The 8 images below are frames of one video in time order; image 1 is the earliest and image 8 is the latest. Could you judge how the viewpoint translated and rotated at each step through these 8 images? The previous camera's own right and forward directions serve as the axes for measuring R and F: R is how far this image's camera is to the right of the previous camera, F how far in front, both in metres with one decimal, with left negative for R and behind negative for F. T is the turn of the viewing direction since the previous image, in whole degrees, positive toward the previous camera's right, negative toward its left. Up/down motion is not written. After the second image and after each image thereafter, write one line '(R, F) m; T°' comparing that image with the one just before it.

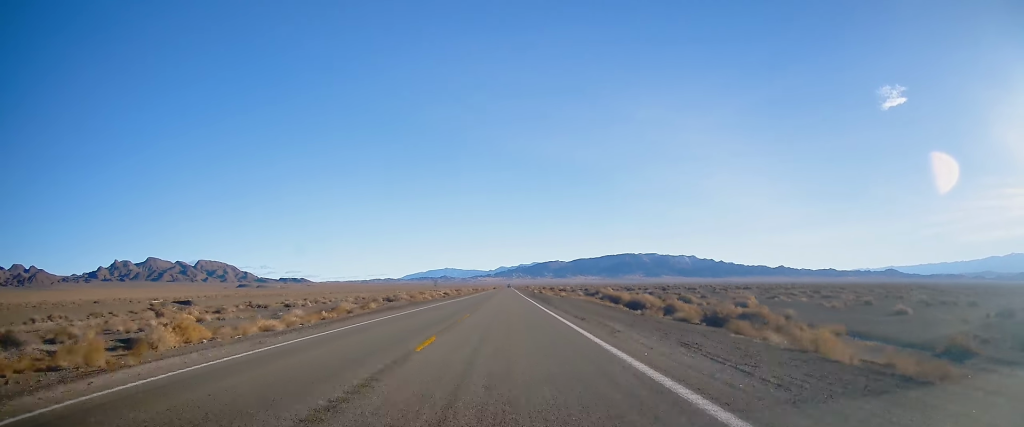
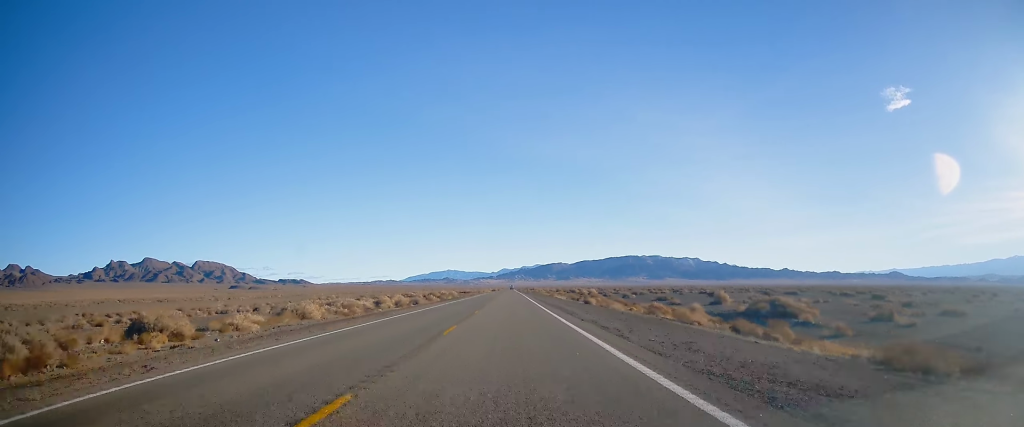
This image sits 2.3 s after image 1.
(-0.7, +80.6) m; -1°
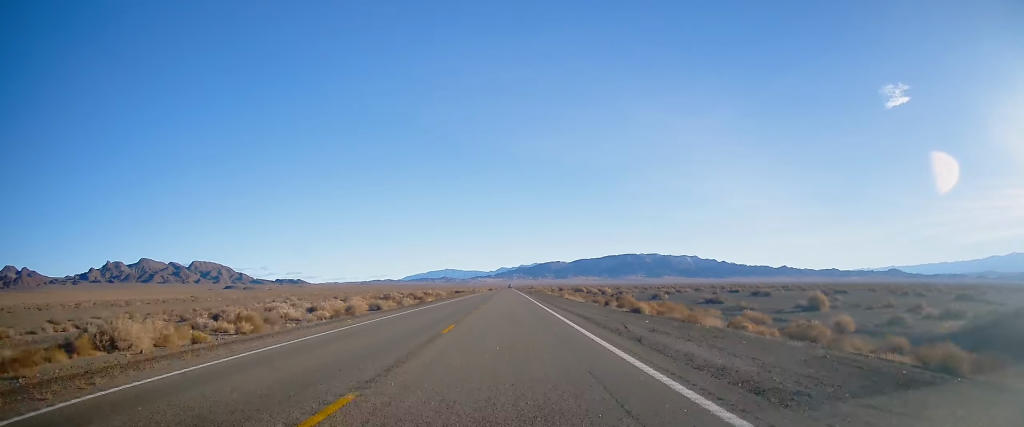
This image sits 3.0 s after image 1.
(-0.1, +24.2) m; 0°
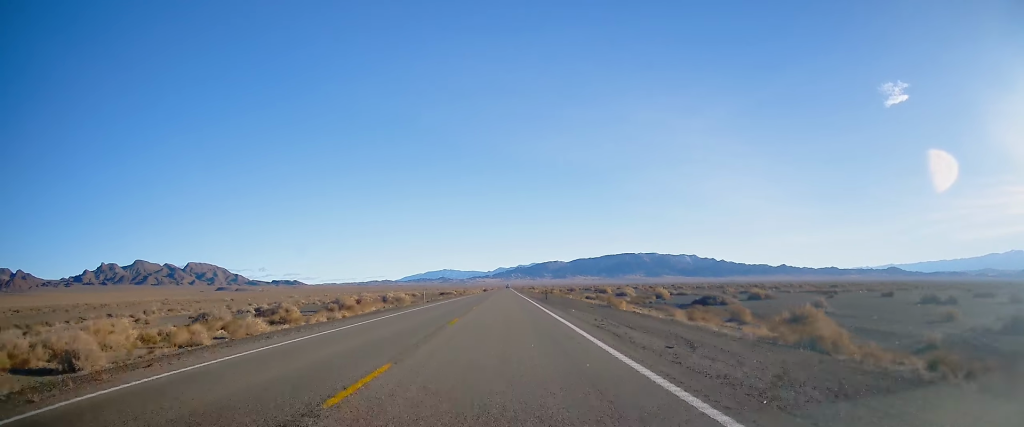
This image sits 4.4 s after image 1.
(+0.6, +46.0) m; 0°
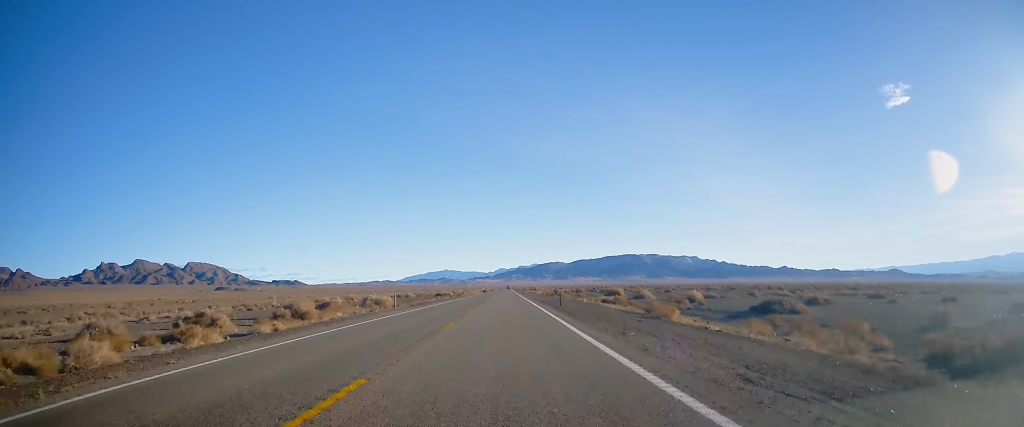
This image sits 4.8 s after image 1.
(-0.1, +13.8) m; 0°
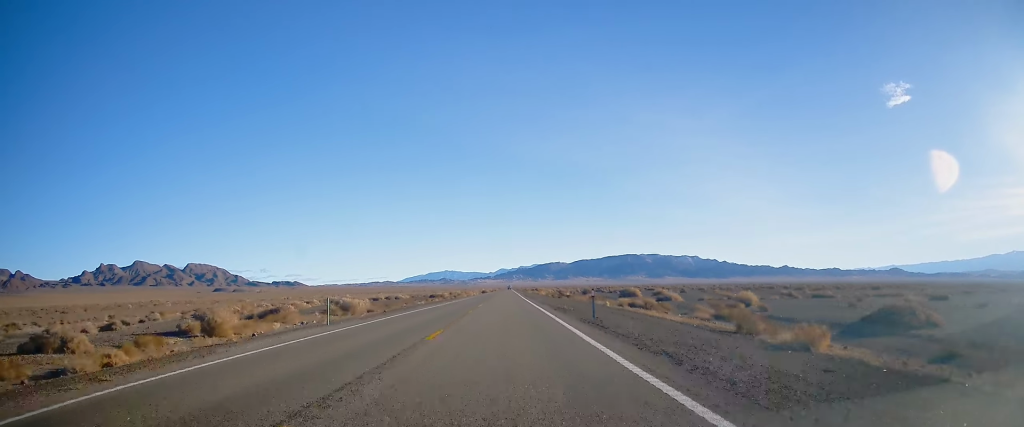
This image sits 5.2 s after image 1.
(0.0, +14.9) m; 0°
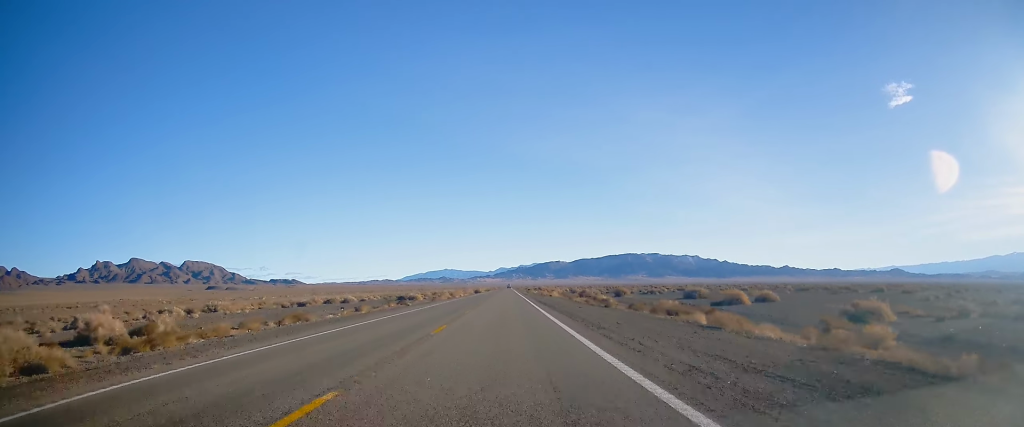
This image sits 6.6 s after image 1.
(+0.4, +46.8) m; +1°
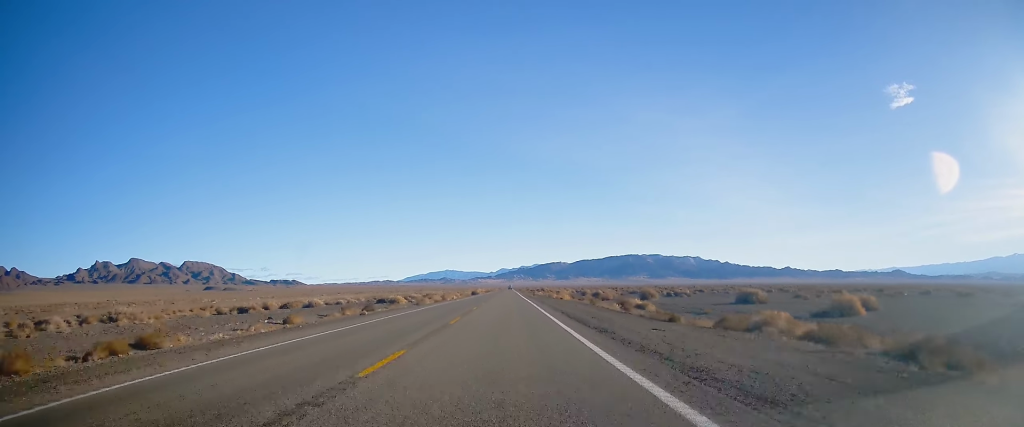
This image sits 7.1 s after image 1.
(+0.1, +19.5) m; 0°
